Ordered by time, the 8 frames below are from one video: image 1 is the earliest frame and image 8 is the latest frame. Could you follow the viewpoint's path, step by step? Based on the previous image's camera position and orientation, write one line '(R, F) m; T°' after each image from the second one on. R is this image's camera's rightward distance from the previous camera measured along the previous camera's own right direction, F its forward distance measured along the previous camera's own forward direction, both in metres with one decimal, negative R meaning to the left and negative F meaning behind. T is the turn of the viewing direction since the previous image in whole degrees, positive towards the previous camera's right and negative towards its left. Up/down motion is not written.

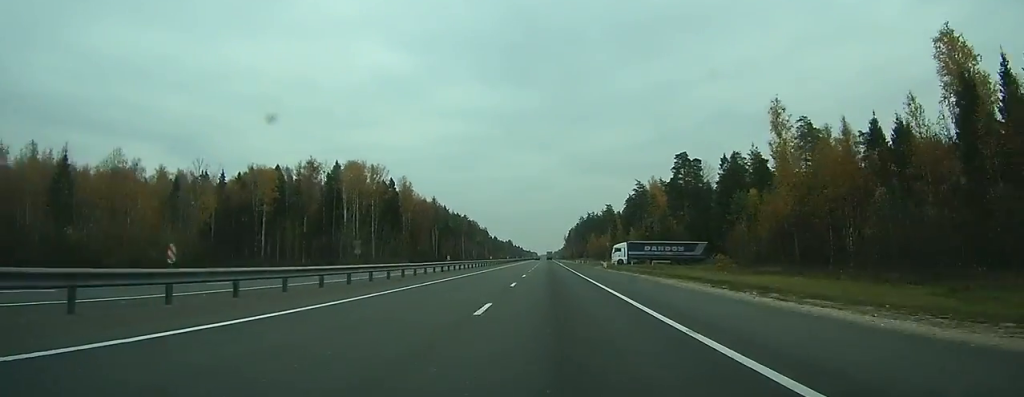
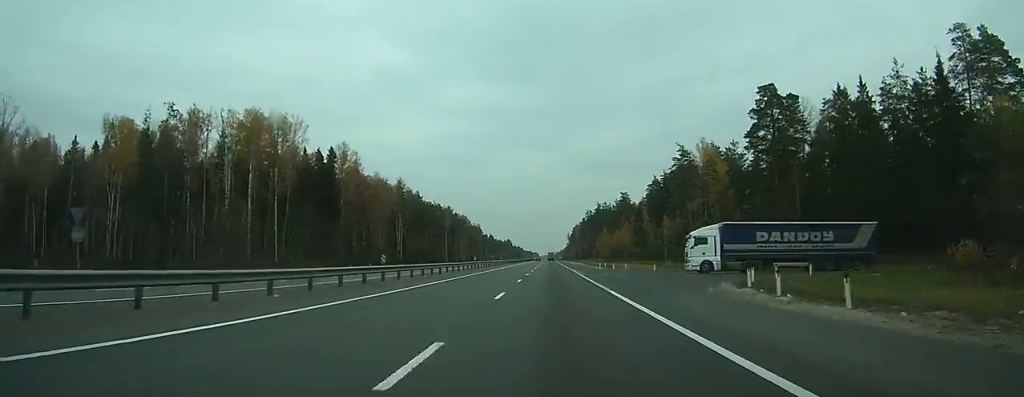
(+0.2, +56.0) m; 0°
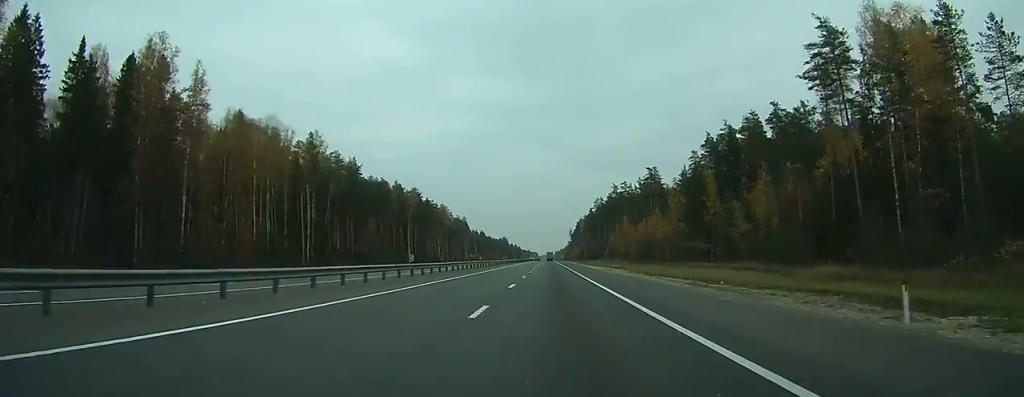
(+0.1, +67.5) m; 0°
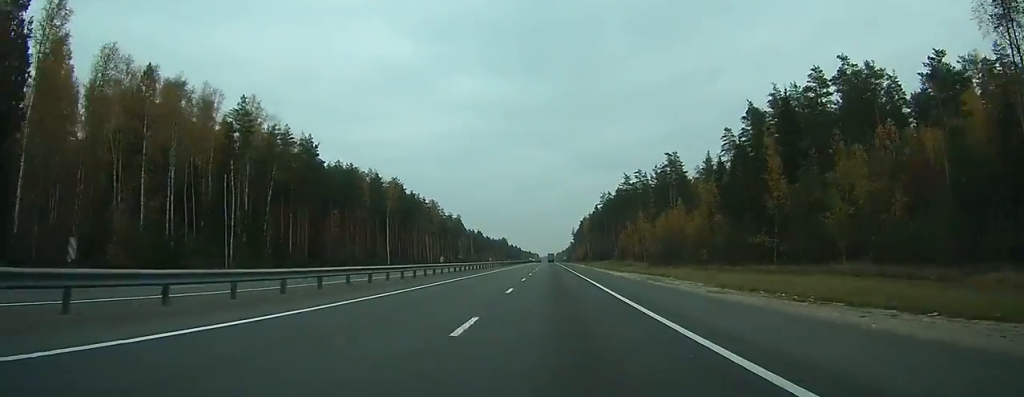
(0.0, +28.1) m; 0°
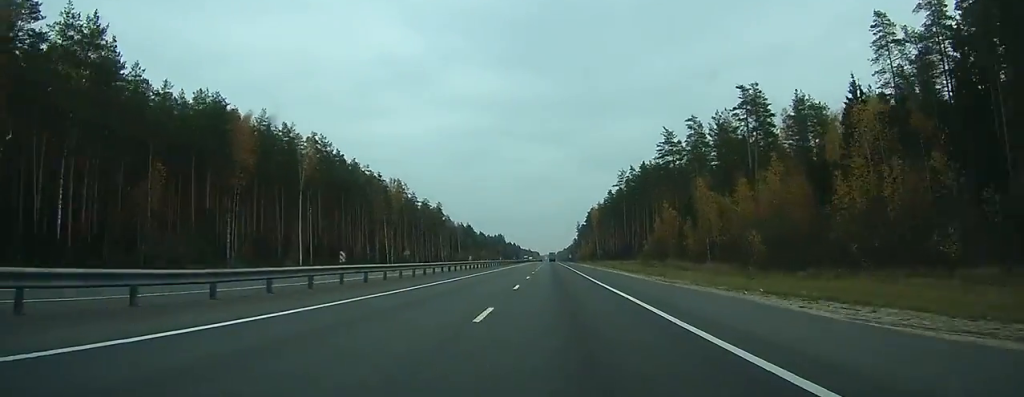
(-0.2, +60.7) m; 0°
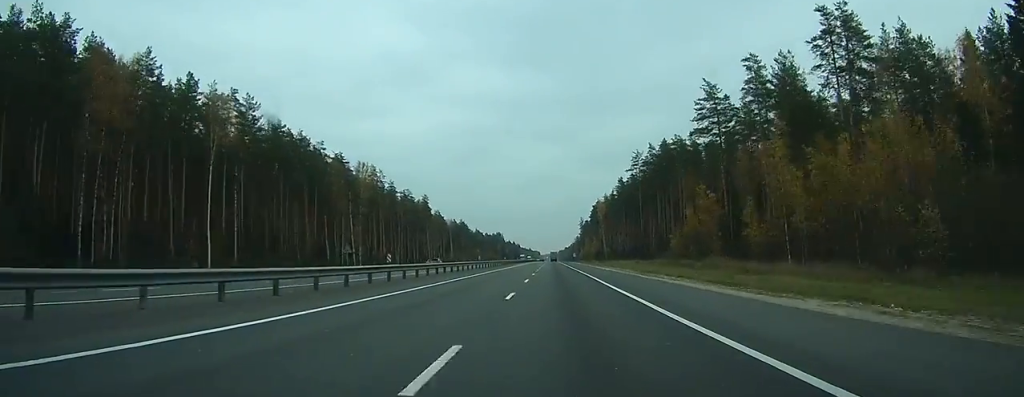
(-0.1, +30.4) m; 0°
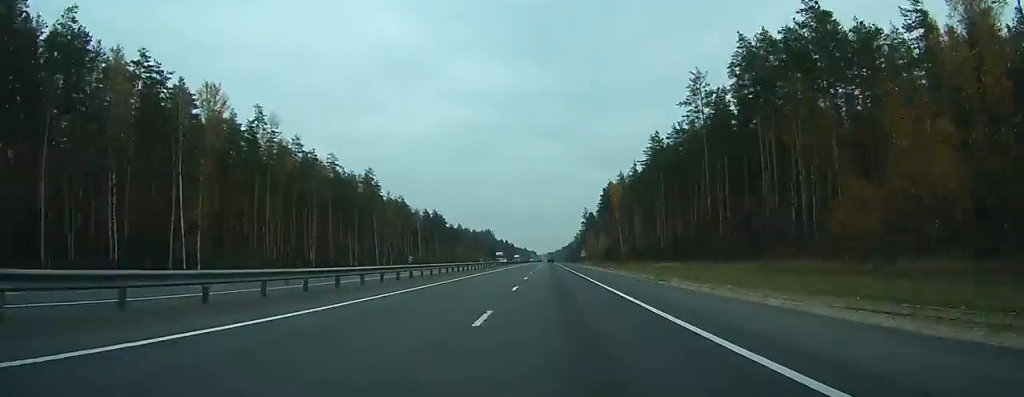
(+0.1, +67.7) m; 0°
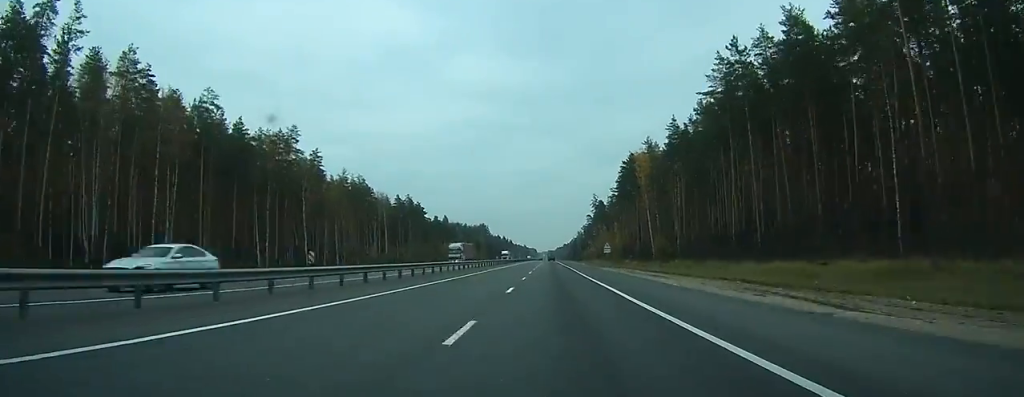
(0.0, +53.5) m; 0°
